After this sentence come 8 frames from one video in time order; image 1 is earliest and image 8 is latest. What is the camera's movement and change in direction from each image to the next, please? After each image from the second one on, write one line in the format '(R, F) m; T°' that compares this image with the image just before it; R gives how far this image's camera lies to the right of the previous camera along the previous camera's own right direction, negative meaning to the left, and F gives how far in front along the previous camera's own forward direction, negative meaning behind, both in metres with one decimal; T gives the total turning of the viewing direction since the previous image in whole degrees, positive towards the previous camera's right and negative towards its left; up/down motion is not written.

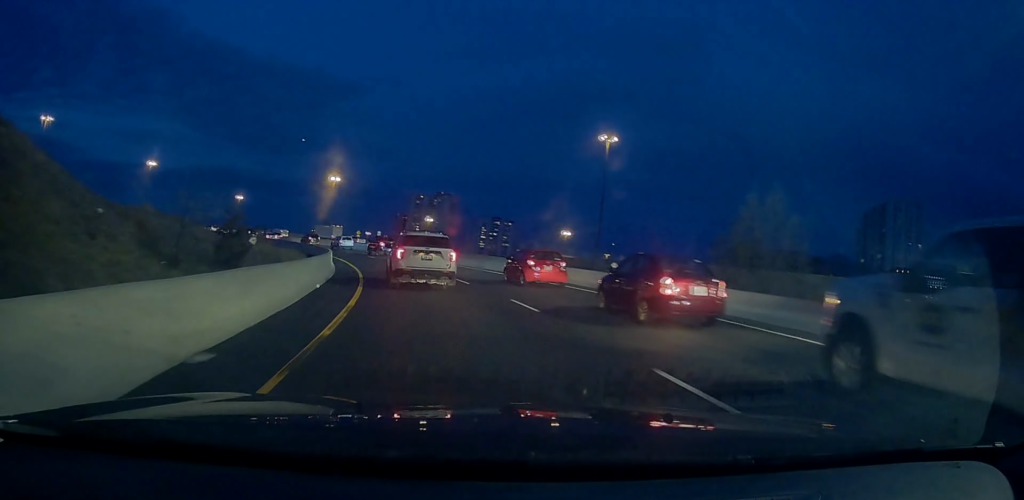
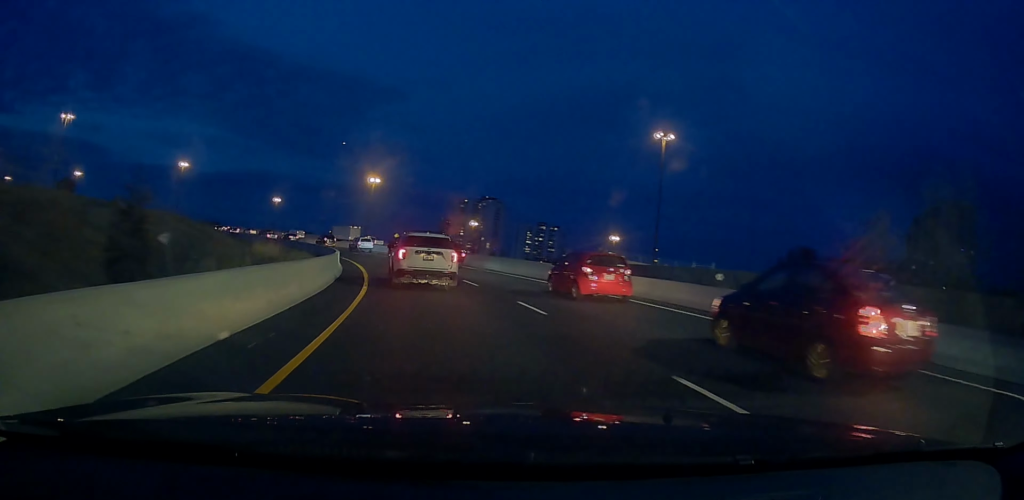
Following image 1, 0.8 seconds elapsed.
(-0.2, +9.3) m; -2°
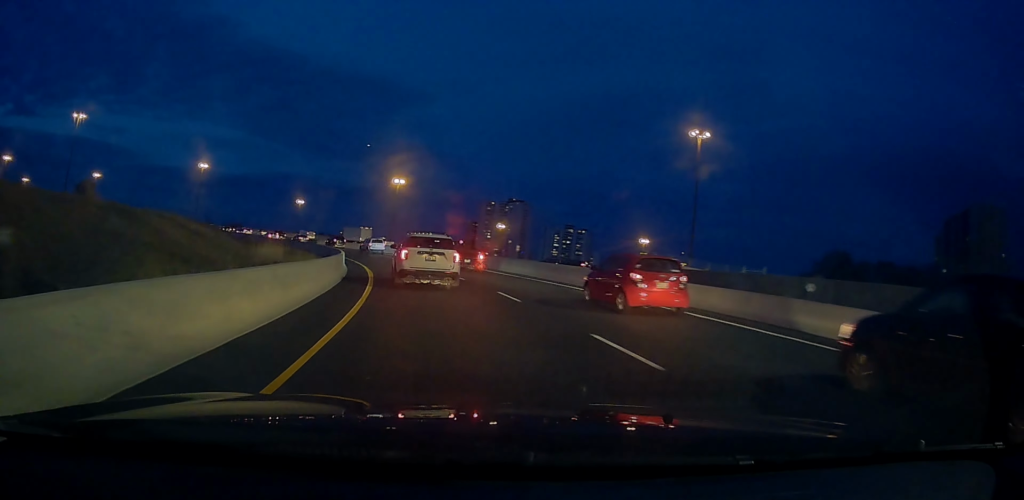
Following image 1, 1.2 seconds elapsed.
(-0.1, +5.7) m; -2°
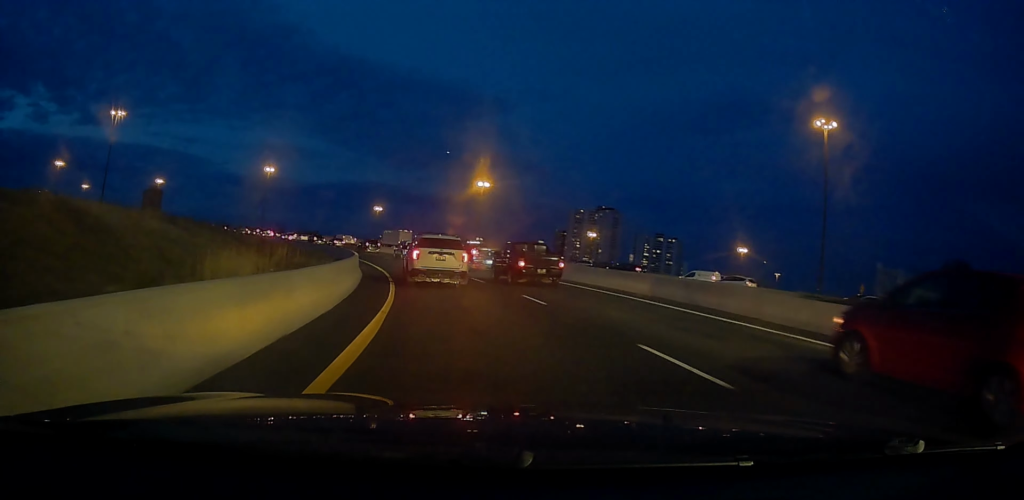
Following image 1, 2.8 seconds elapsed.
(-1.1, +19.3) m; -7°
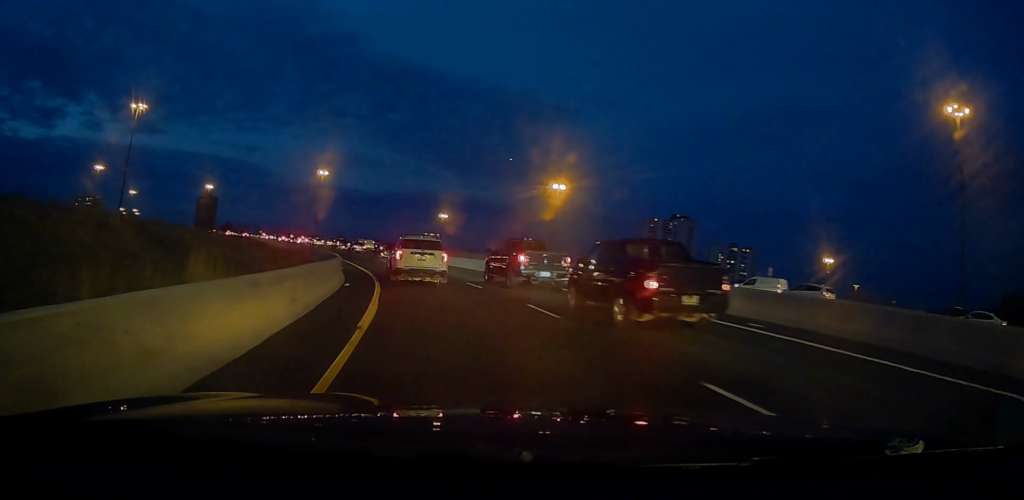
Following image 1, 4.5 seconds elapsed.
(-1.3, +21.1) m; -6°
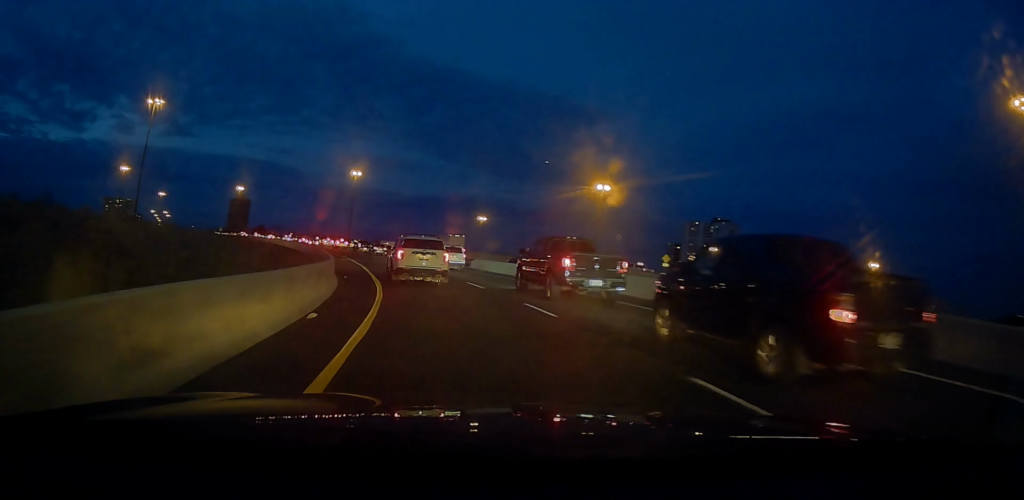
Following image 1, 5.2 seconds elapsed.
(-0.1, +8.6) m; -3°
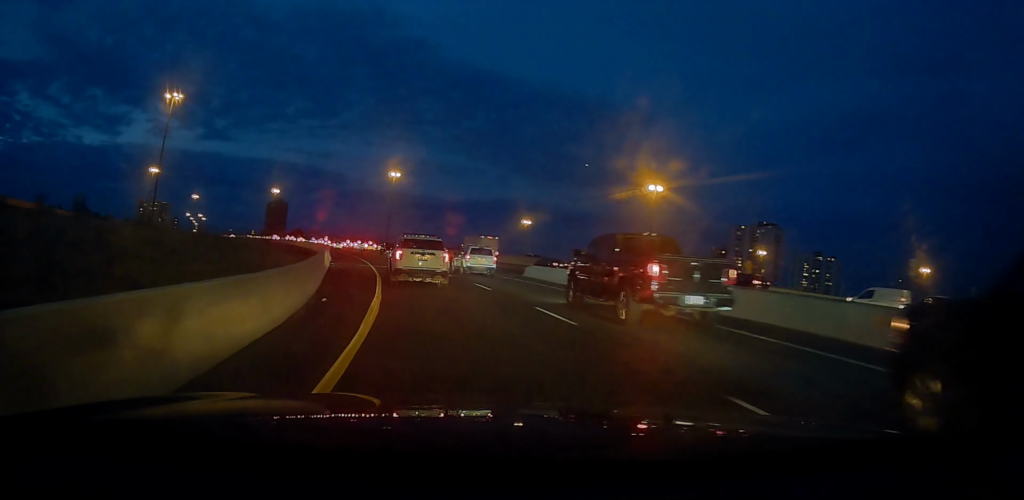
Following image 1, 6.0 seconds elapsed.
(-0.1, +9.6) m; -5°
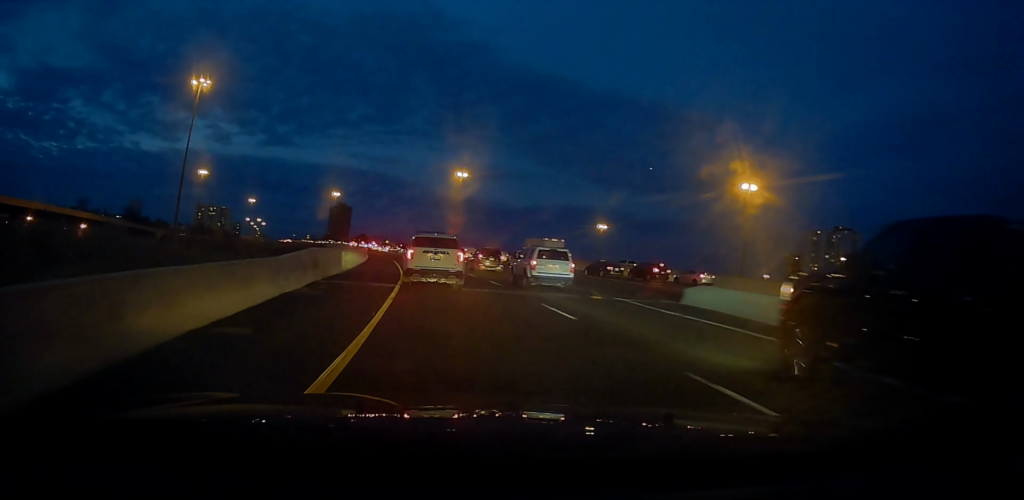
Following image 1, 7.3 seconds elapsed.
(-1.6, +17.1) m; -7°
